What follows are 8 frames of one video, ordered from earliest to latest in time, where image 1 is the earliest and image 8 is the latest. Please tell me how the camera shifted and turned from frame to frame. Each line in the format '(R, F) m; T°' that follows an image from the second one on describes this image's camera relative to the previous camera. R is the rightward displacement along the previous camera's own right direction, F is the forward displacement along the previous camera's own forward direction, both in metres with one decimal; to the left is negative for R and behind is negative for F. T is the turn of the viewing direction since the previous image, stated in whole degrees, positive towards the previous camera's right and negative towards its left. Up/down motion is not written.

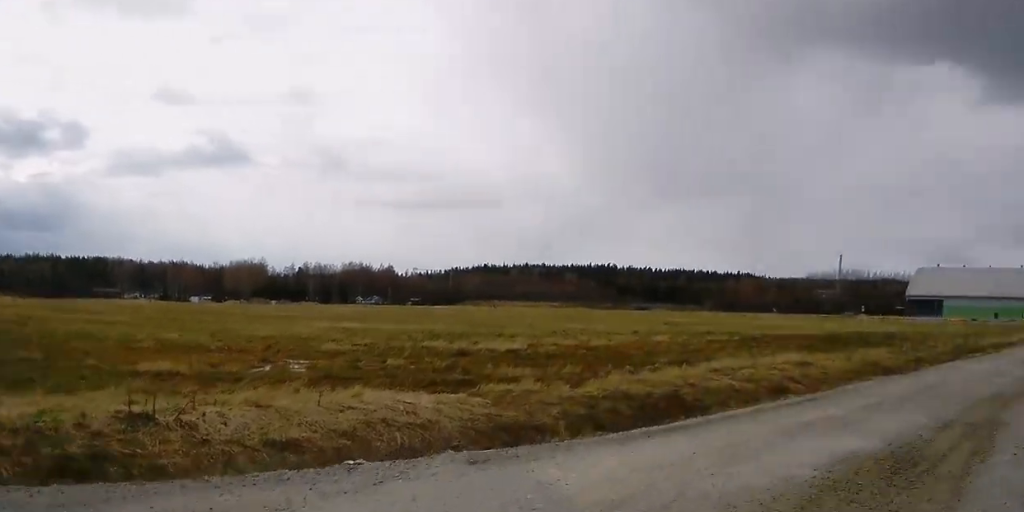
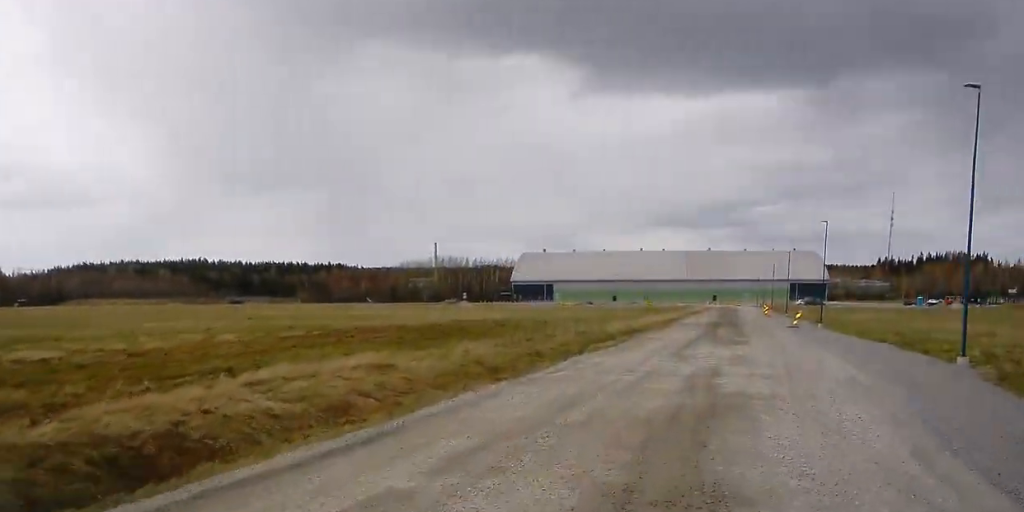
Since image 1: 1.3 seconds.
(+1.3, +5.5) m; +14°
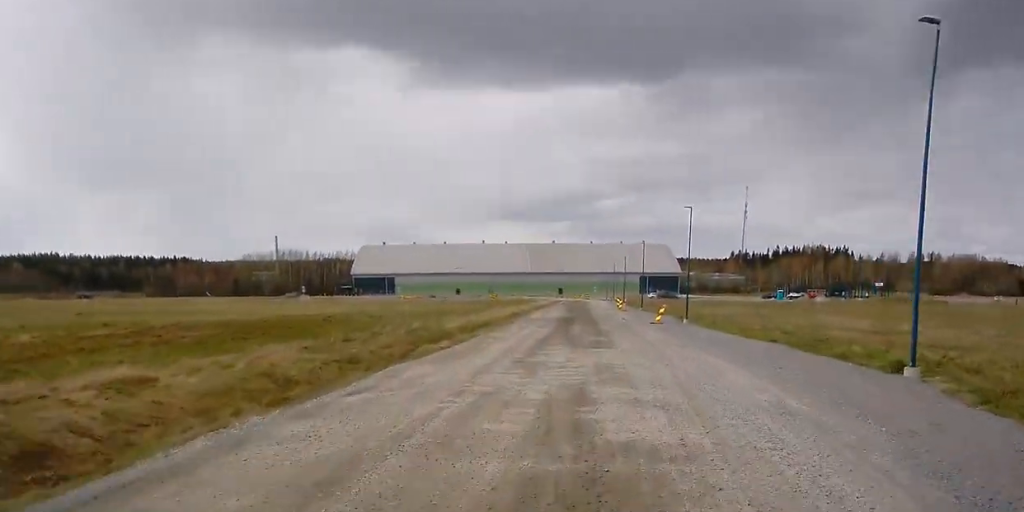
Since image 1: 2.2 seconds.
(+0.4, +4.7) m; +6°
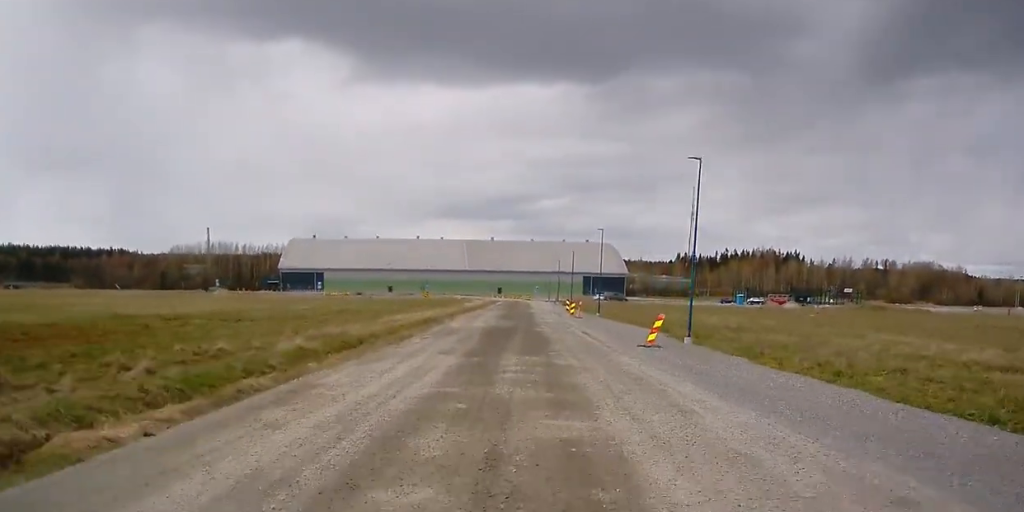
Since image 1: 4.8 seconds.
(+1.1, +15.6) m; +5°
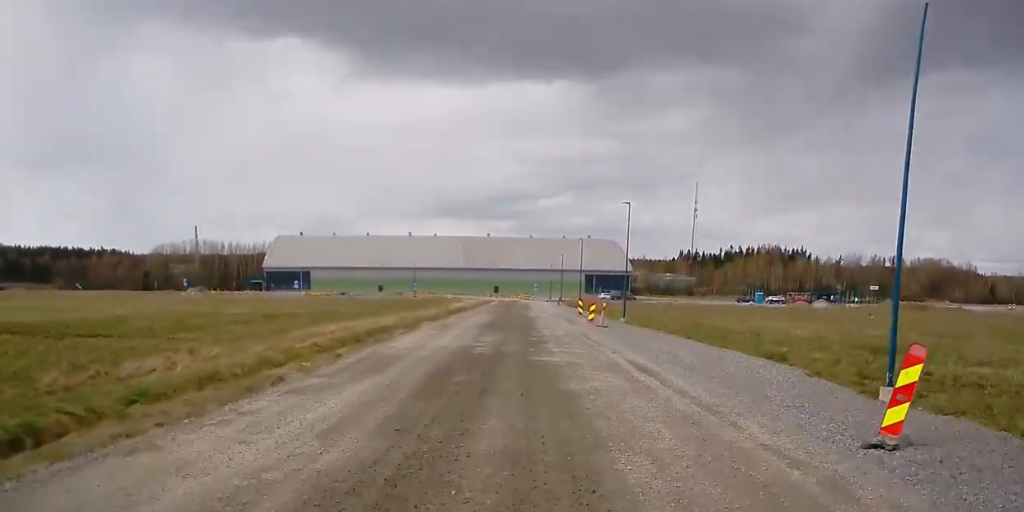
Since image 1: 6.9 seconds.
(+0.1, +15.7) m; 0°
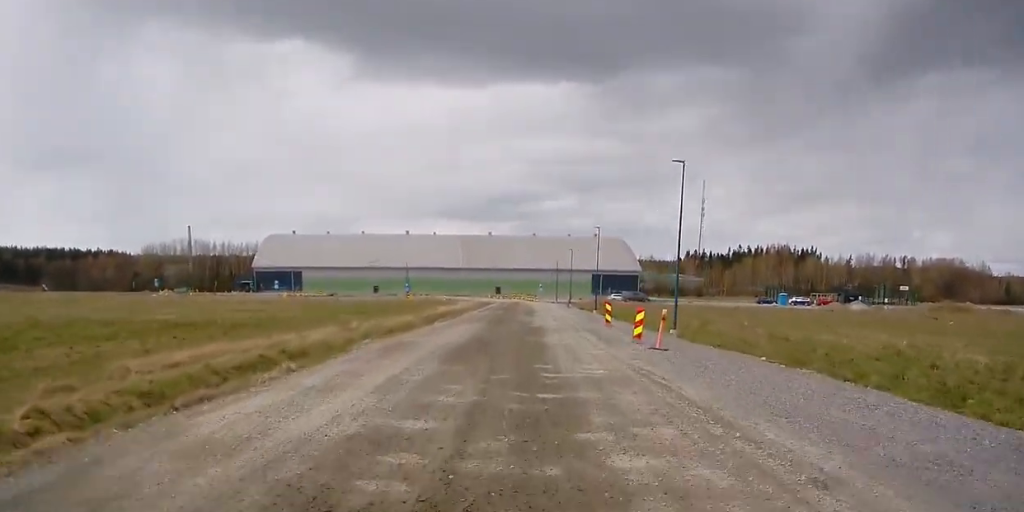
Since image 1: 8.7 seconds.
(0.0, +13.9) m; 0°
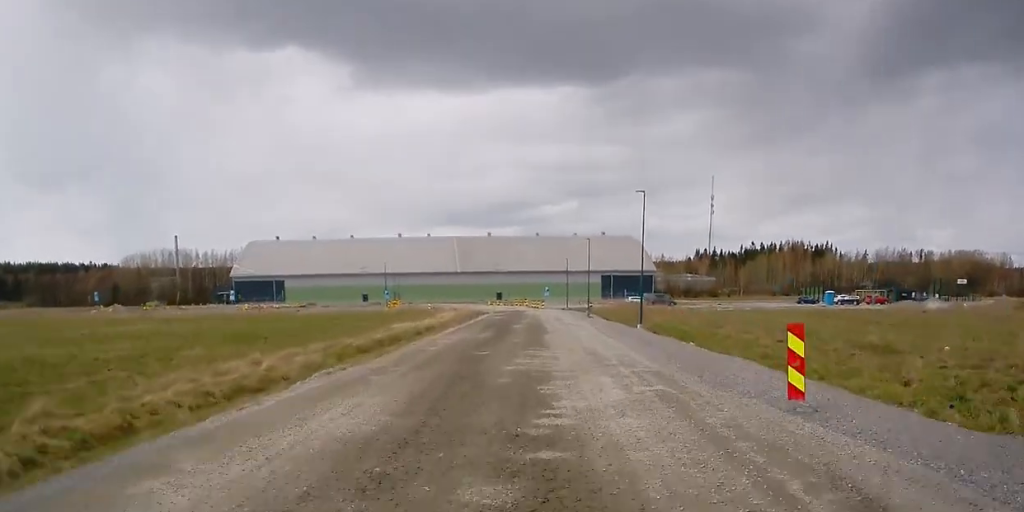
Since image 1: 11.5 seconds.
(-0.1, +23.7) m; -1°
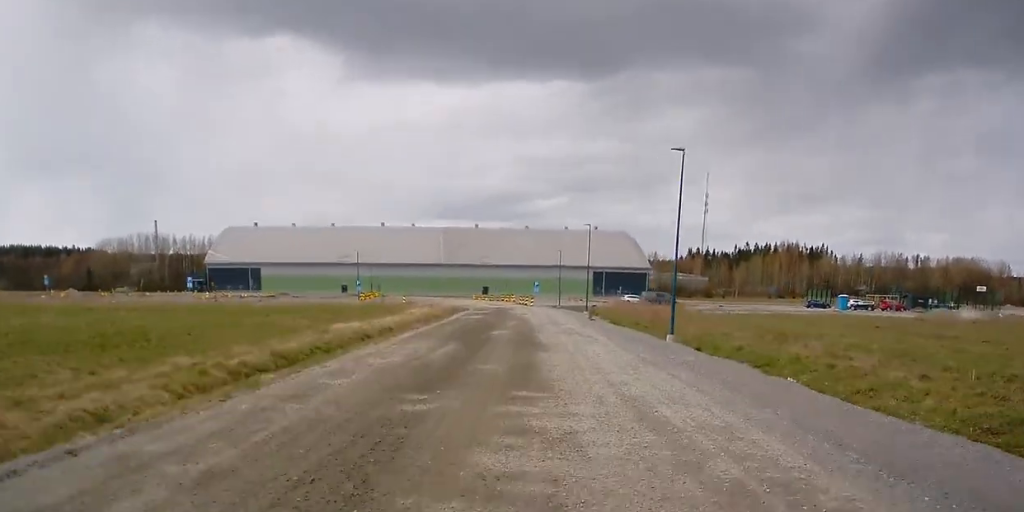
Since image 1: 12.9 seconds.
(-0.1, +11.5) m; 0°
